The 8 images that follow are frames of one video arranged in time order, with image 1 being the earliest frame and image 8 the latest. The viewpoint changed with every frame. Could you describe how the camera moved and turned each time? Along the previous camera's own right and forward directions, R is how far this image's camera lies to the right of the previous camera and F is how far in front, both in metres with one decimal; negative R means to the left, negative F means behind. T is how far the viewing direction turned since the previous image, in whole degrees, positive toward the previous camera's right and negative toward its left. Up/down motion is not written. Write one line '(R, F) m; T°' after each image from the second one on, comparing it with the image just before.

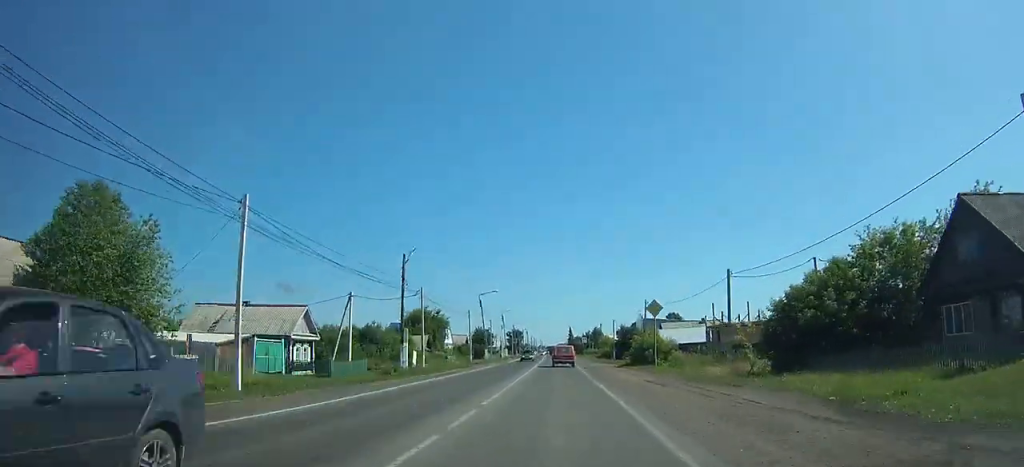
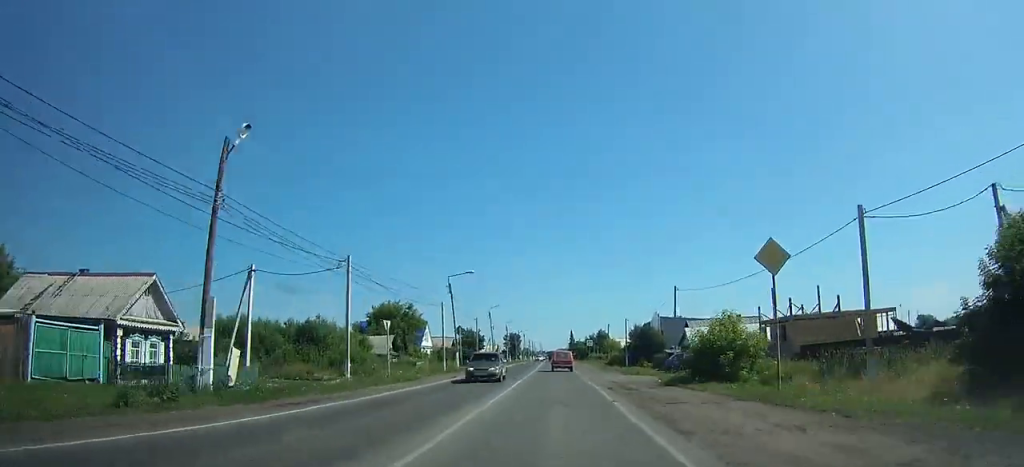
(+0.1, +17.9) m; 0°
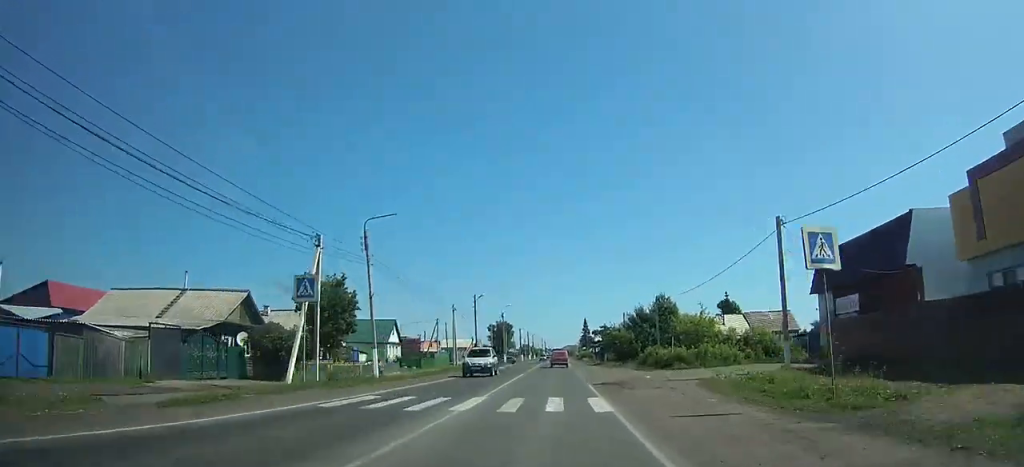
(-0.3, +84.2) m; 0°
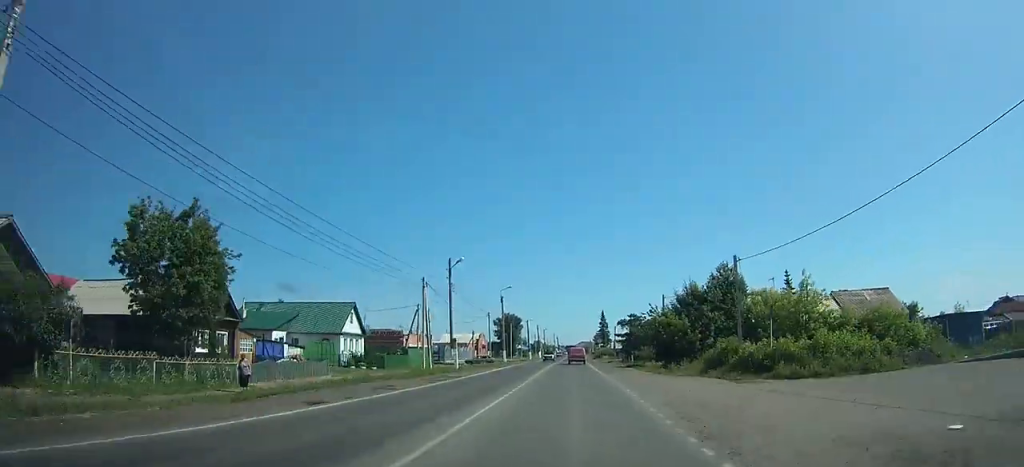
(0.0, +21.9) m; 0°
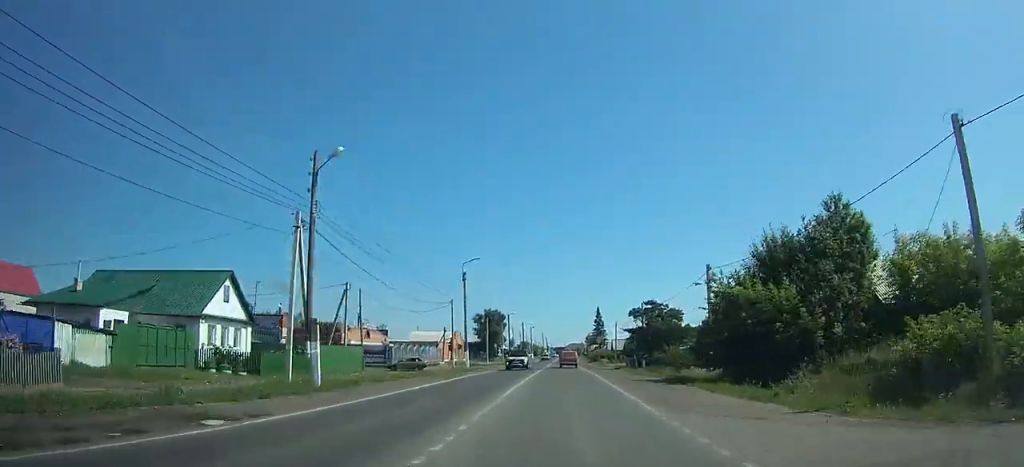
(0.0, +22.4) m; 0°
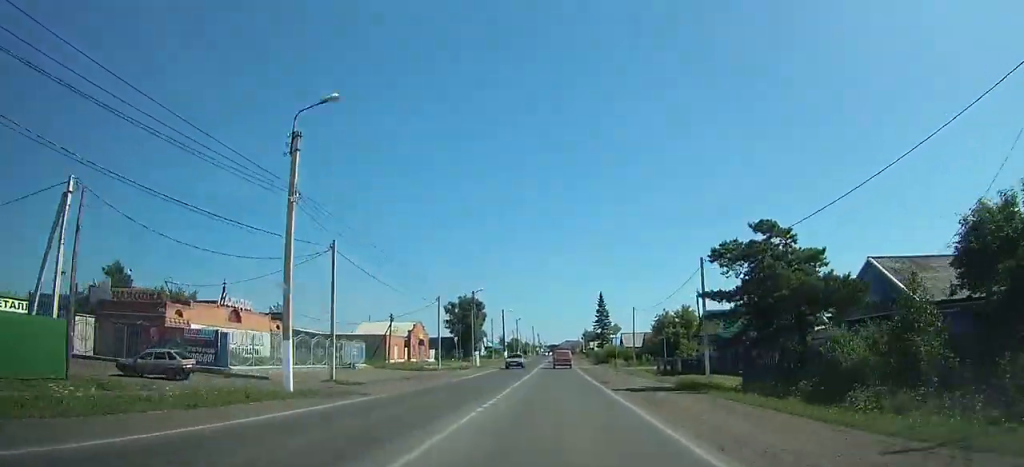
(-0.1, +31.0) m; +4°
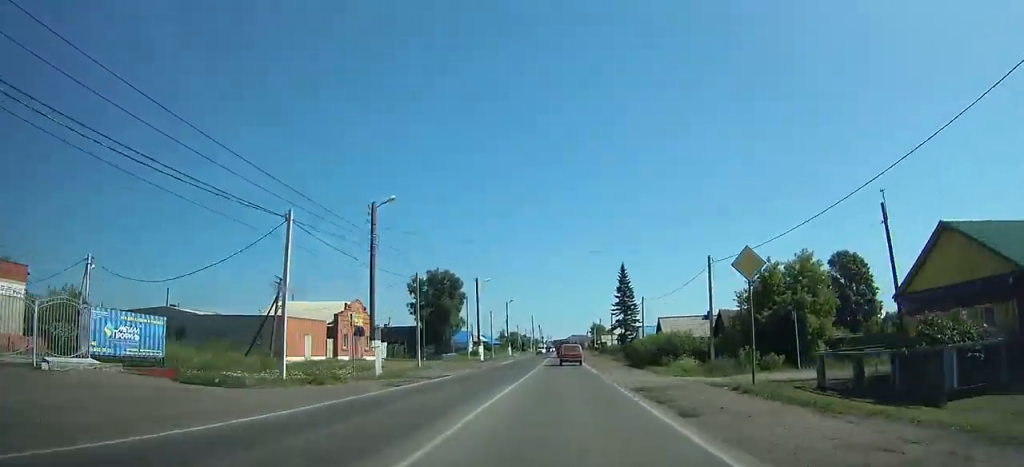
(+1.9, +30.9) m; -1°
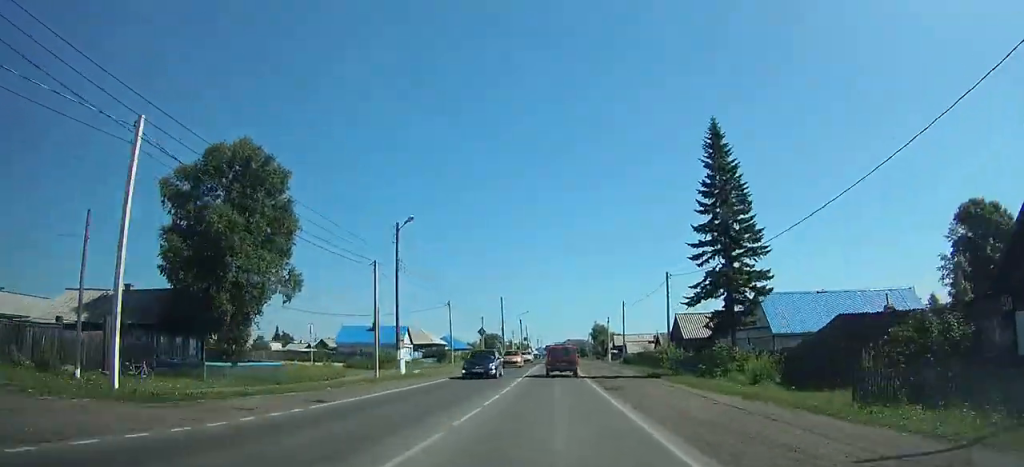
(-5.9, +54.1) m; -9°
